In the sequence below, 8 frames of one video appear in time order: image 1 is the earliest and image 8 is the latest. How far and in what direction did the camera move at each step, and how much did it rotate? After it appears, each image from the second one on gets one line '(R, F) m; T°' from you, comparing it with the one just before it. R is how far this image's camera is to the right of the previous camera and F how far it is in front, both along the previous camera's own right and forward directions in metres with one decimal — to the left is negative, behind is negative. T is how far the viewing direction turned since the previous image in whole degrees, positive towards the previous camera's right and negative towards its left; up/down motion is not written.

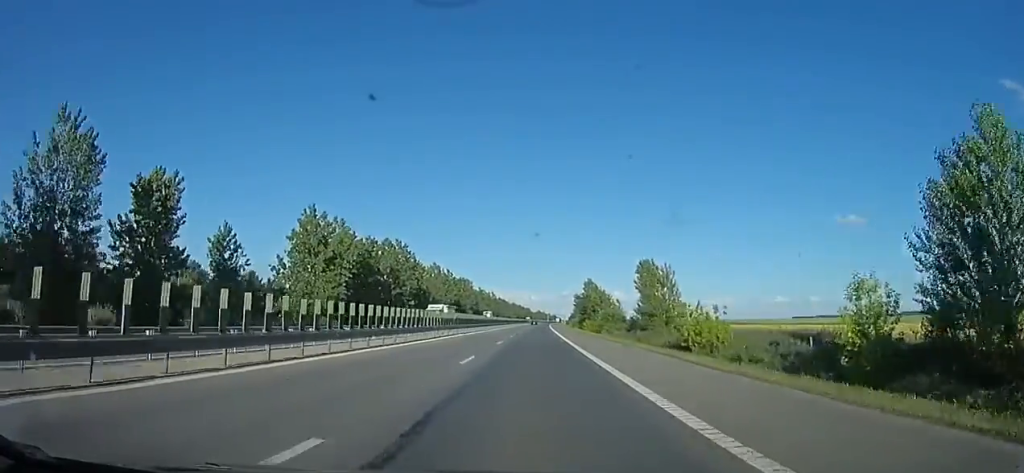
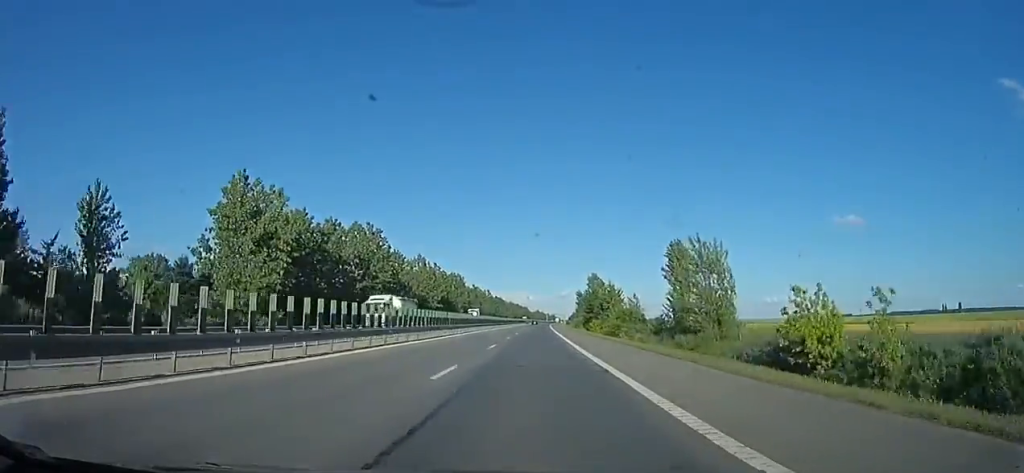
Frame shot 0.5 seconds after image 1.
(+0.7, +15.5) m; 0°
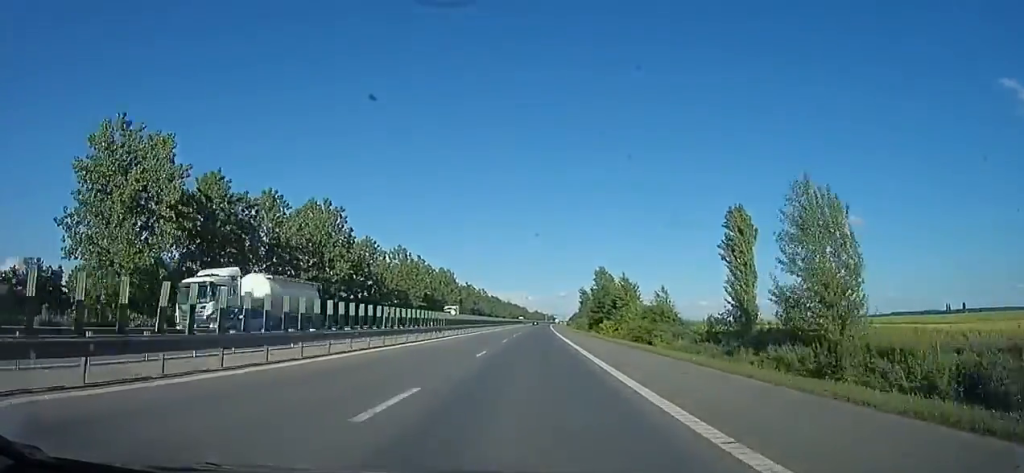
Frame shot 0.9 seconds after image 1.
(-0.2, +16.1) m; 0°
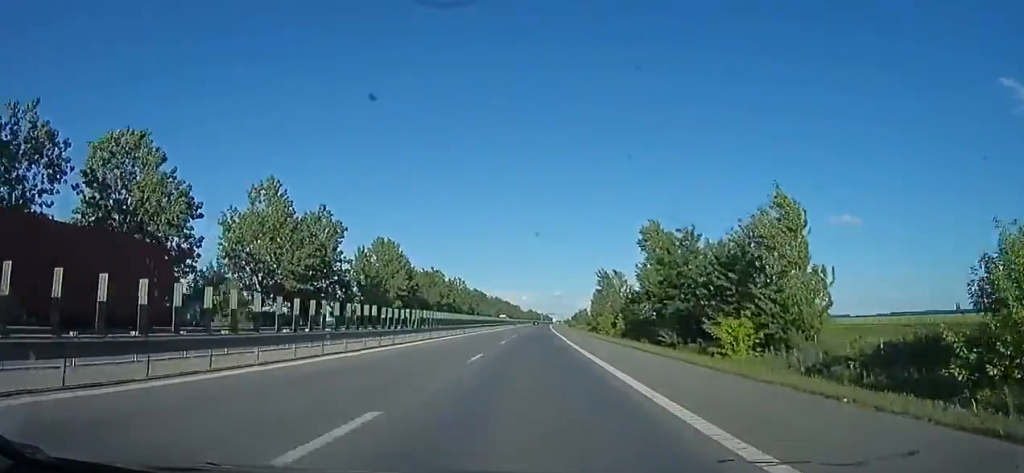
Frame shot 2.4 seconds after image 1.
(+0.1, +49.8) m; +2°
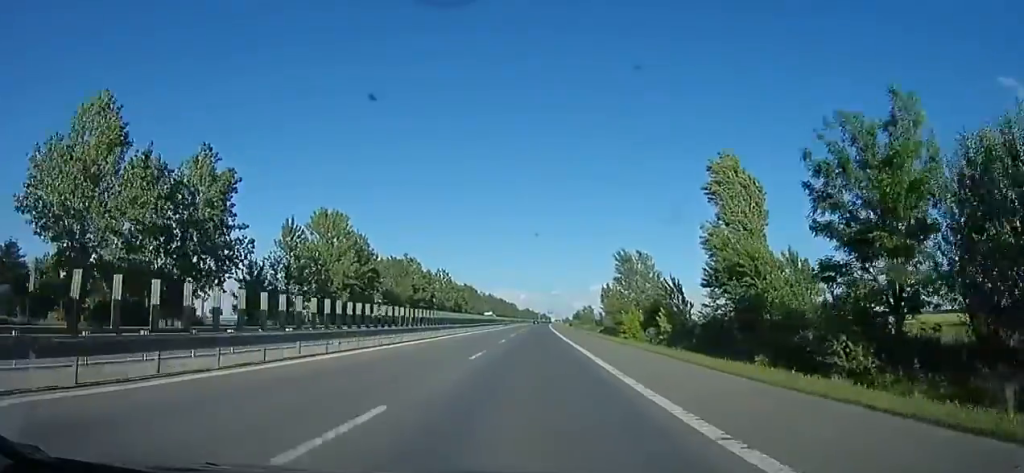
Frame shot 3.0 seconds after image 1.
(+0.2, +23.4) m; 0°
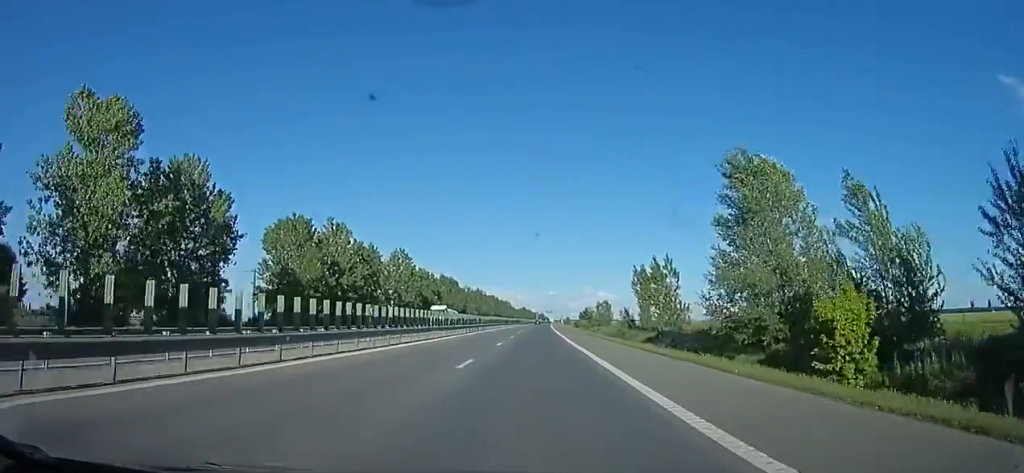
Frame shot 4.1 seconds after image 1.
(-0.1, +38.9) m; 0°
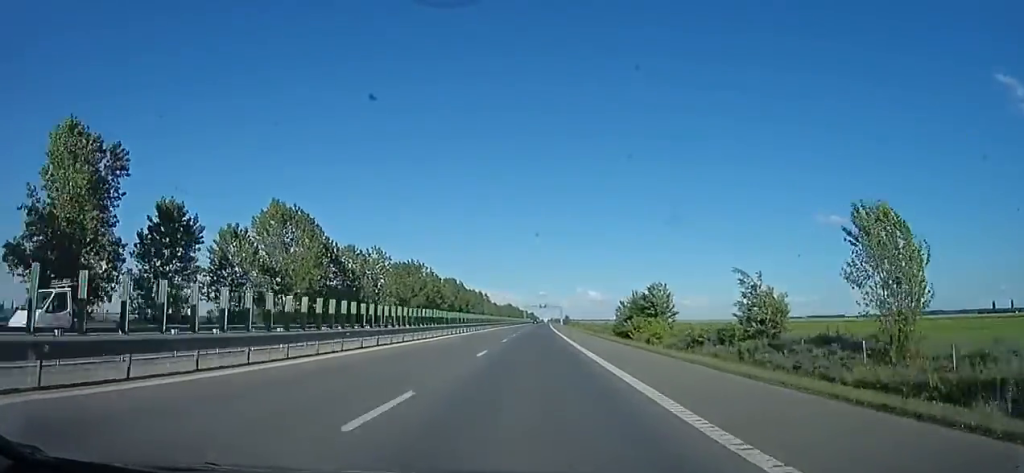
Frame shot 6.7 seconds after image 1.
(0.0, +91.1) m; 0°
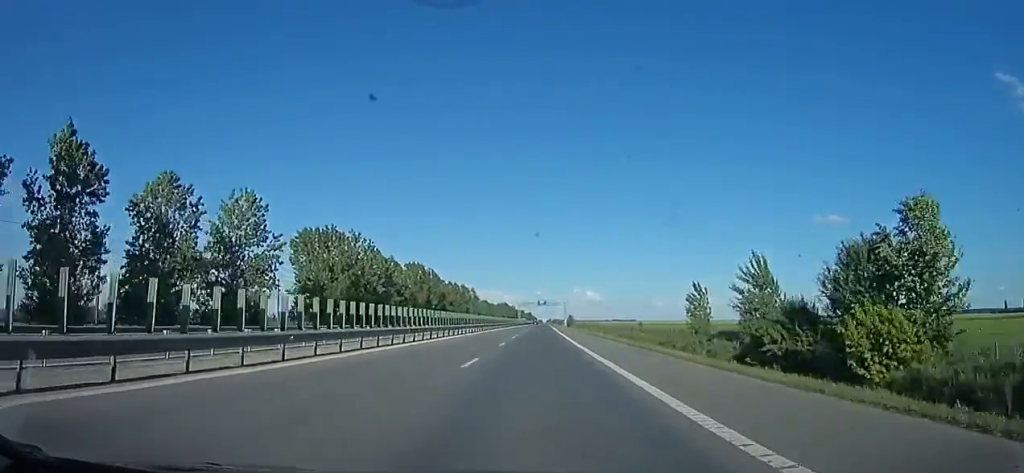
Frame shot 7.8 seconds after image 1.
(0.0, +40.2) m; 0°
